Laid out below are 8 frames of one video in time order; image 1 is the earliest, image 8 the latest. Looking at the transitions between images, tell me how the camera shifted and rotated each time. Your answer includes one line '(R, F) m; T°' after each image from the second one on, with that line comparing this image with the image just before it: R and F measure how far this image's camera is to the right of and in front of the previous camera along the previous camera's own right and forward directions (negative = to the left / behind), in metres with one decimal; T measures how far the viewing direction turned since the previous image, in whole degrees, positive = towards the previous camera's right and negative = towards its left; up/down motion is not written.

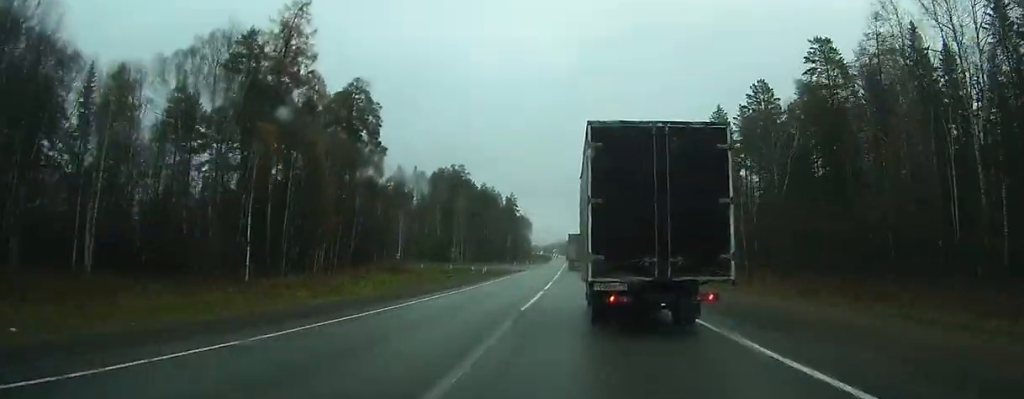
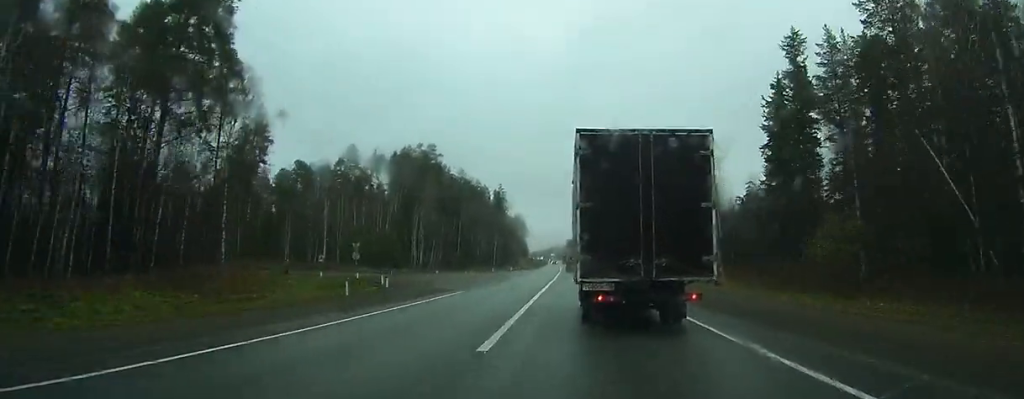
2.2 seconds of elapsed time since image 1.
(-0.2, +44.4) m; 0°
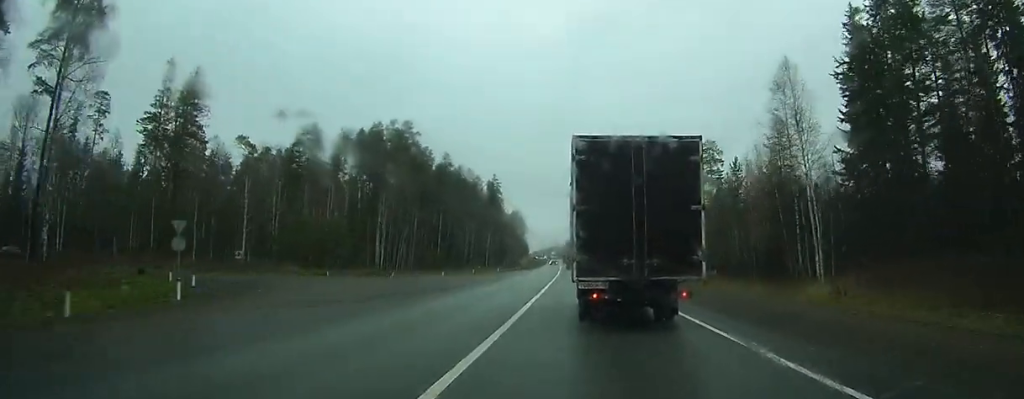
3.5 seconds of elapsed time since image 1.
(+0.1, +26.4) m; 0°
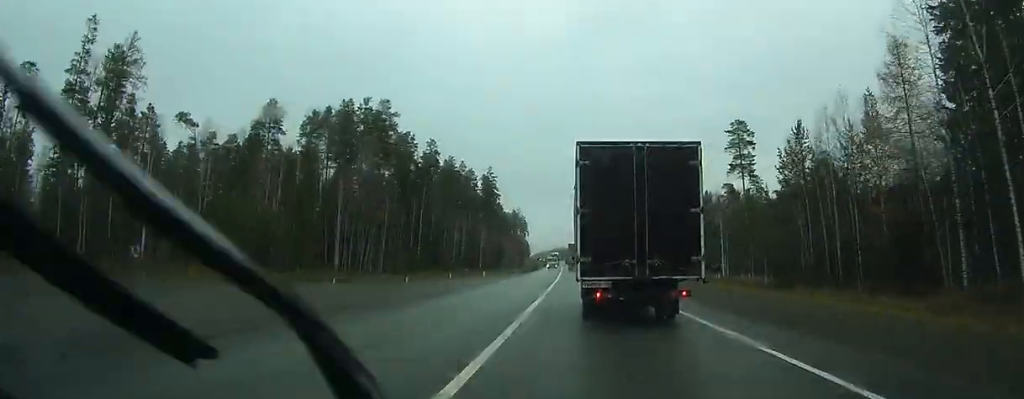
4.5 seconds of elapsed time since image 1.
(0.0, +19.7) m; 0°
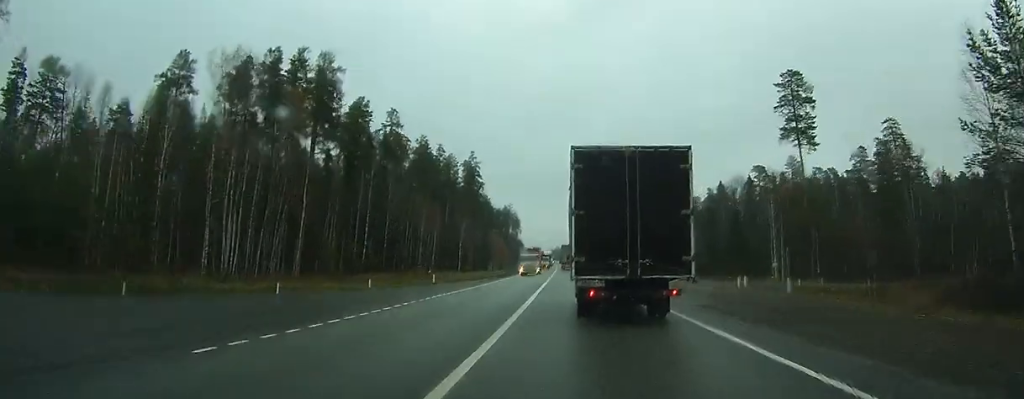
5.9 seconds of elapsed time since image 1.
(0.0, +27.5) m; 0°
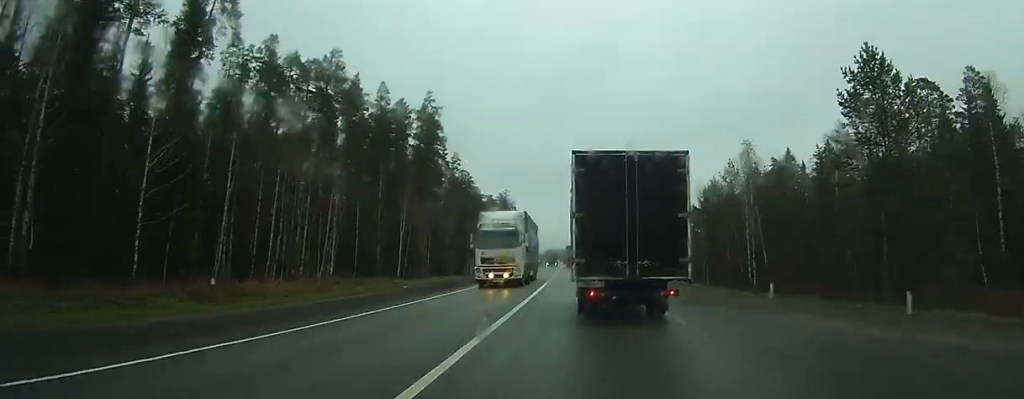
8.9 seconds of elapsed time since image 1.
(-0.3, +57.8) m; 0°
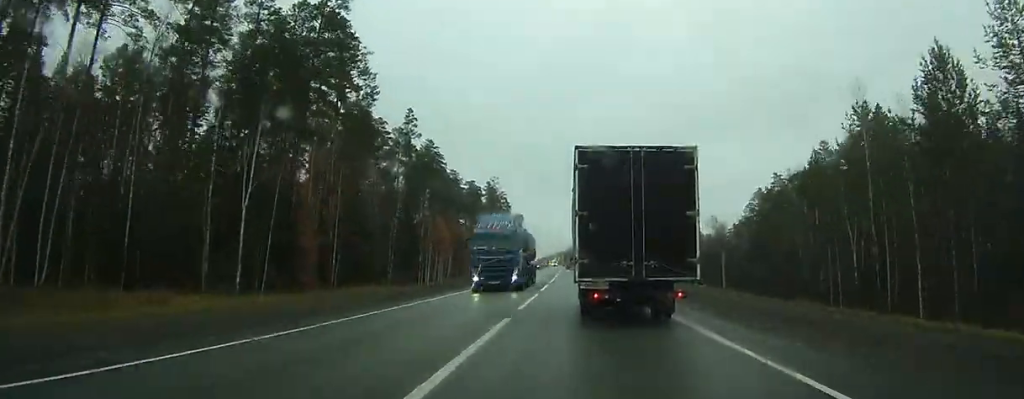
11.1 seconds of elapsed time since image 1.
(+0.1, +45.0) m; 0°
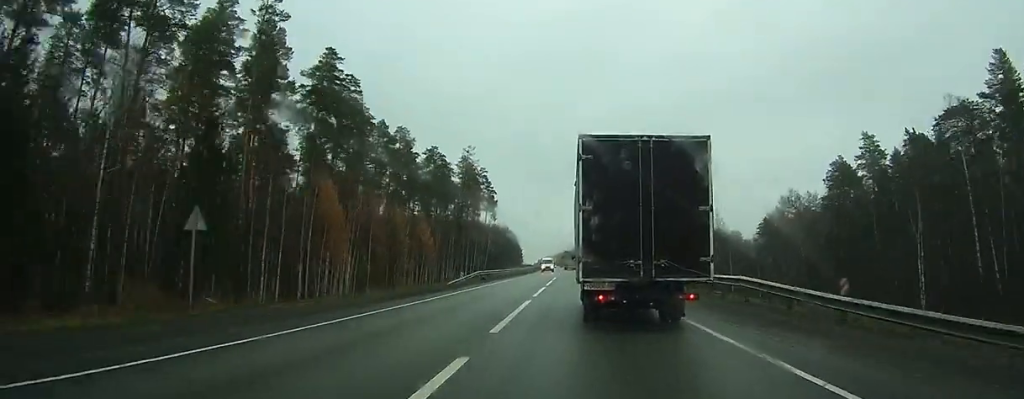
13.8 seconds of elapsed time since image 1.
(0.0, +52.9) m; 0°
